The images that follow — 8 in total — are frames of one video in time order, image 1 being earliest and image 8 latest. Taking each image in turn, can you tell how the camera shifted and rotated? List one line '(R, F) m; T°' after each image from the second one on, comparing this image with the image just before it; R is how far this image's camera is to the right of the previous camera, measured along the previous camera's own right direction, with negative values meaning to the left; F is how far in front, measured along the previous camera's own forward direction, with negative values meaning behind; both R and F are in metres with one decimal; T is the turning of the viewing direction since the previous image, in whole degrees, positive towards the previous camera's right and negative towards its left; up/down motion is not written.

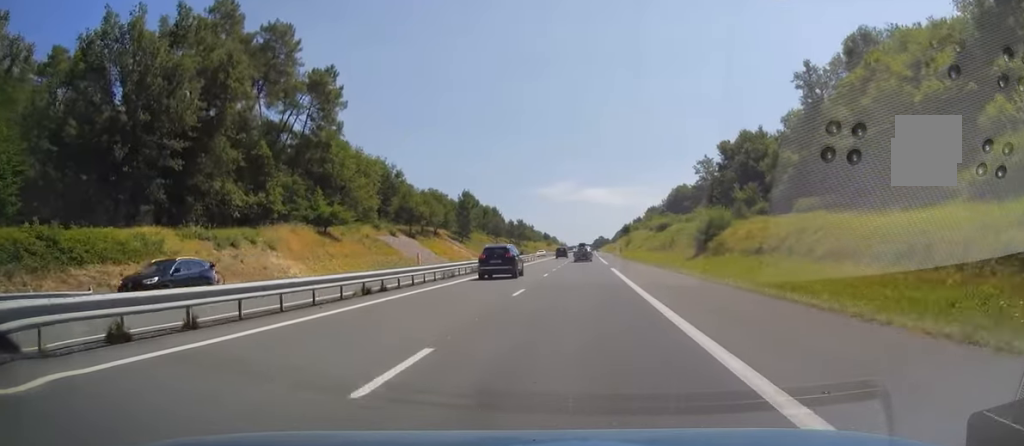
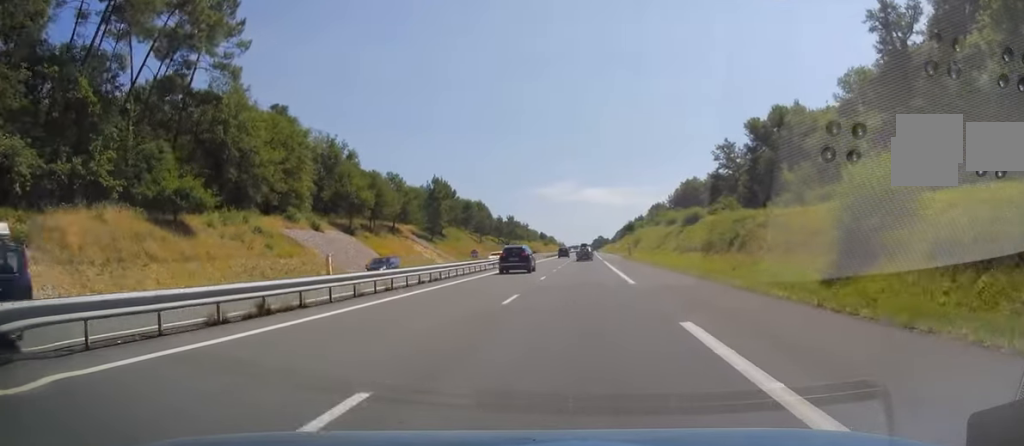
(+0.3, +29.1) m; +1°
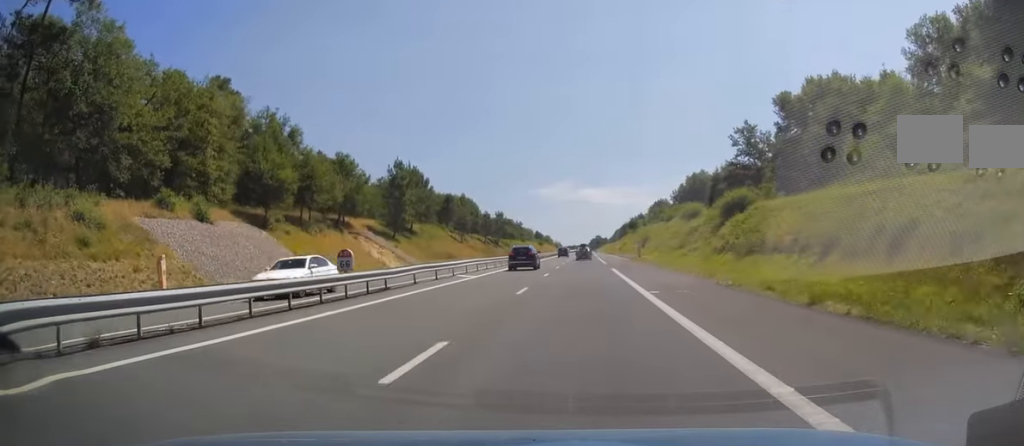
(0.0, +22.5) m; 0°
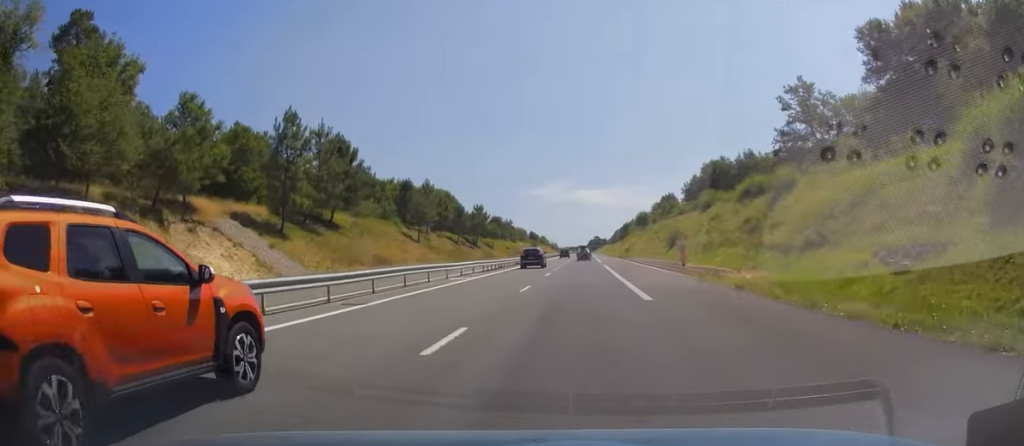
(0.0, +37.1) m; 0°
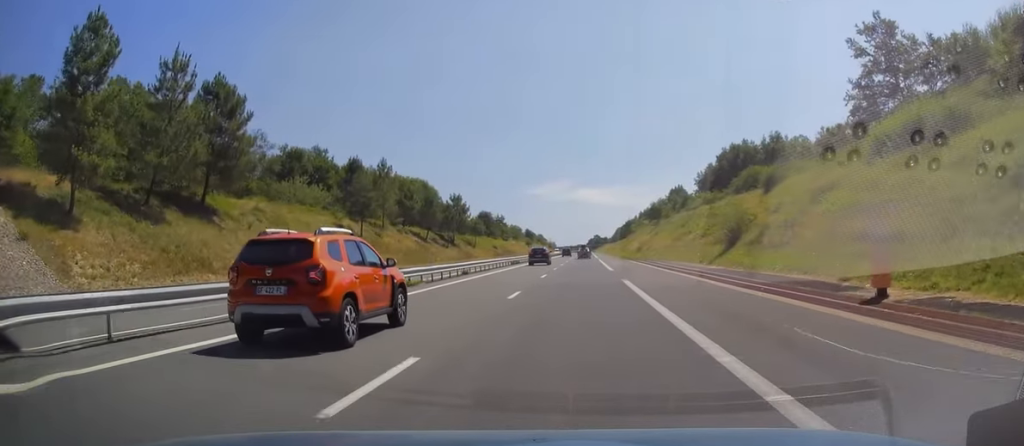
(+0.1, +29.3) m; +1°
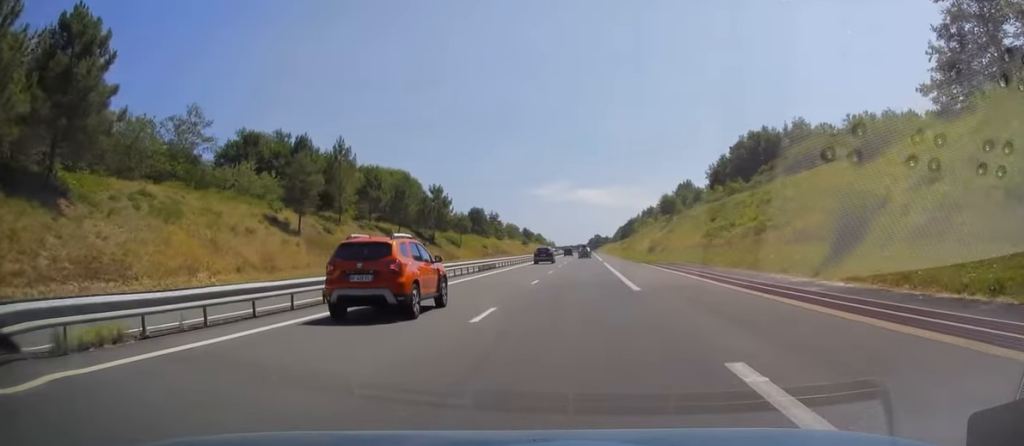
(+0.3, +19.0) m; 0°
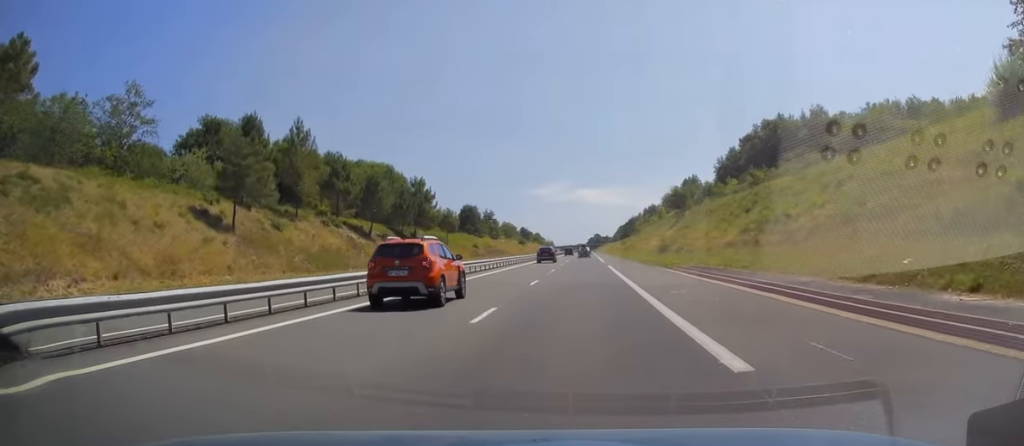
(-0.1, +13.2) m; 0°
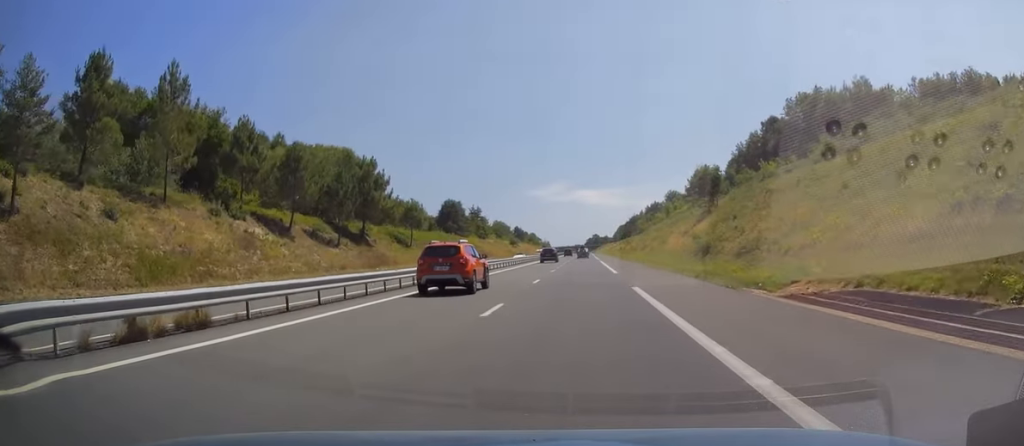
(-0.2, +24.9) m; 0°
